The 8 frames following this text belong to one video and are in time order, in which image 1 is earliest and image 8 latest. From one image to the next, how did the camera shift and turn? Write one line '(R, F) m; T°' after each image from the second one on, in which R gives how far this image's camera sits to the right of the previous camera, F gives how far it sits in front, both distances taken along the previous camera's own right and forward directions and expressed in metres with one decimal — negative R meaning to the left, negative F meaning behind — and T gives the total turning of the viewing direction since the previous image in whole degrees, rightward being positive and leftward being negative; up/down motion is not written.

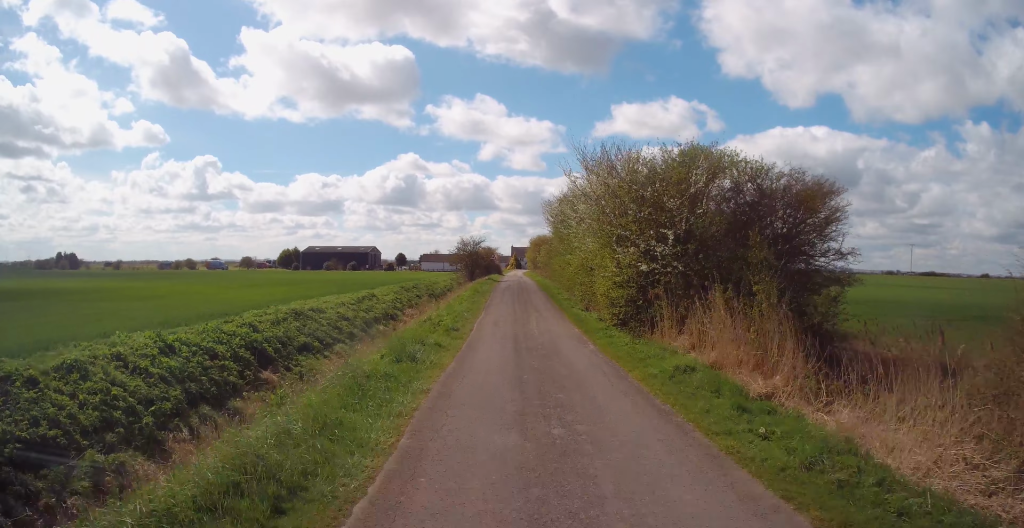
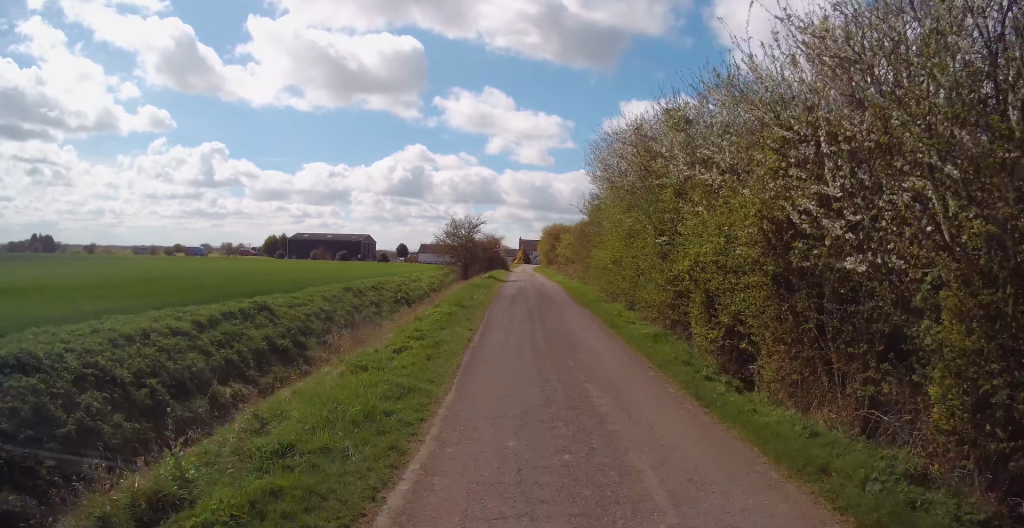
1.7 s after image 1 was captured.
(-0.7, +15.8) m; -2°
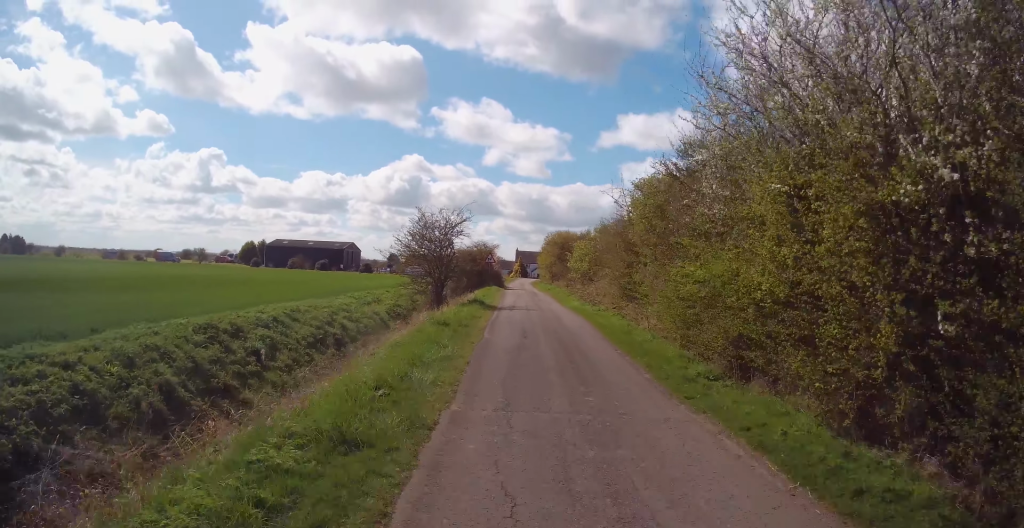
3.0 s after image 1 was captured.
(+0.1, +12.3) m; +3°
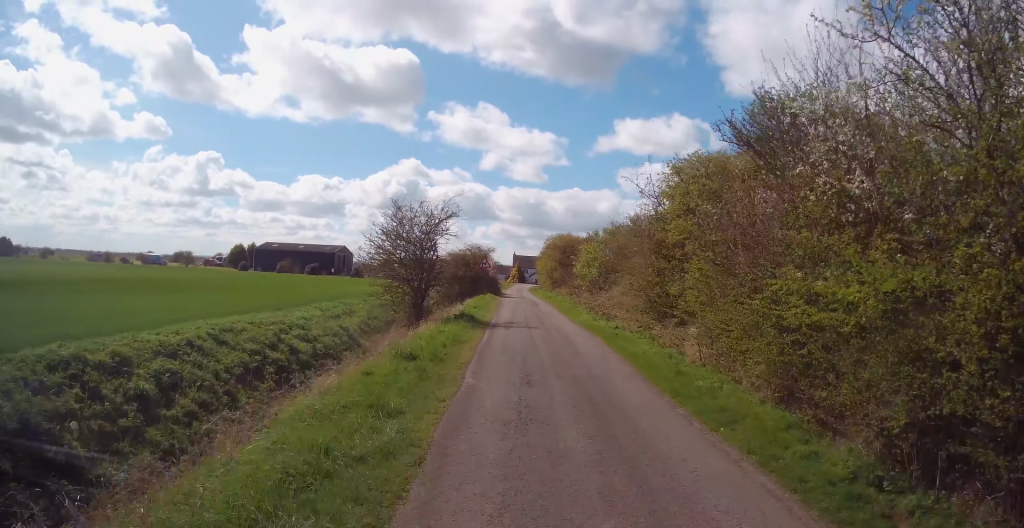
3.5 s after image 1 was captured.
(+0.2, +5.0) m; 0°
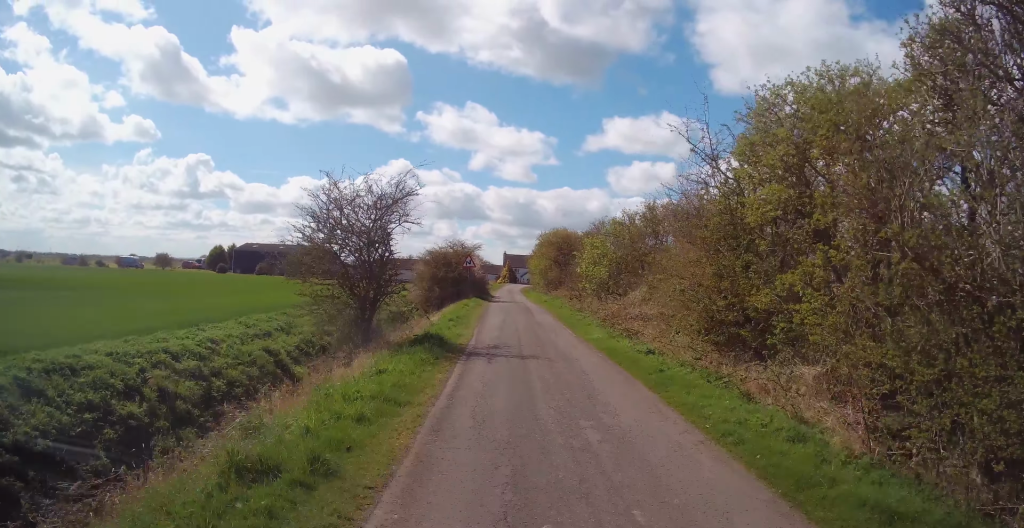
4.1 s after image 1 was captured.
(+0.1, +5.9) m; 0°
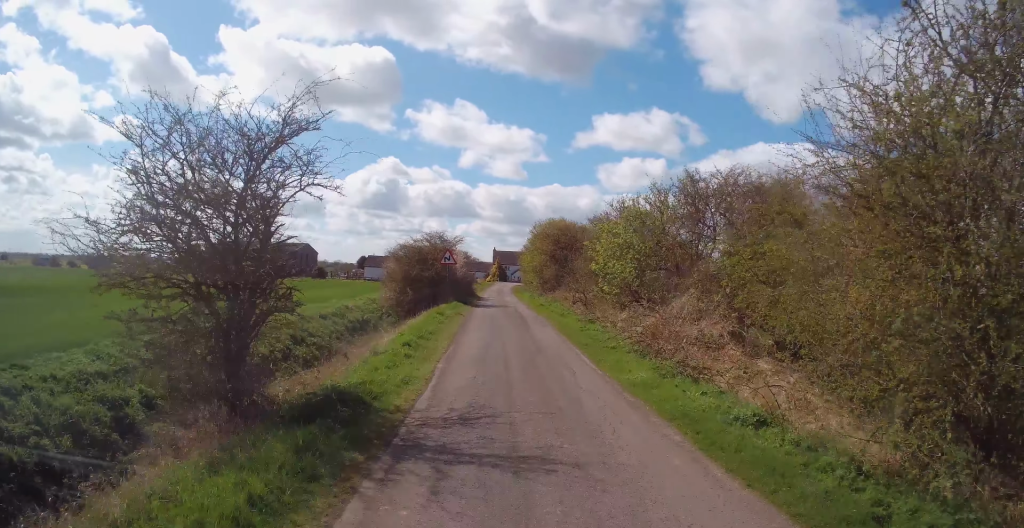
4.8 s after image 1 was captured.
(-0.3, +7.0) m; +1°
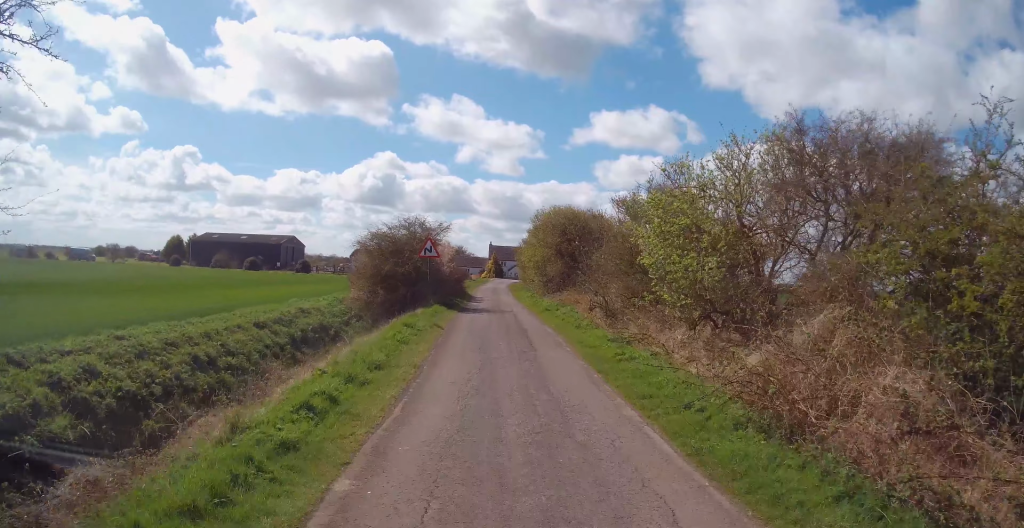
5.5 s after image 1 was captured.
(+0.3, +6.6) m; 0°
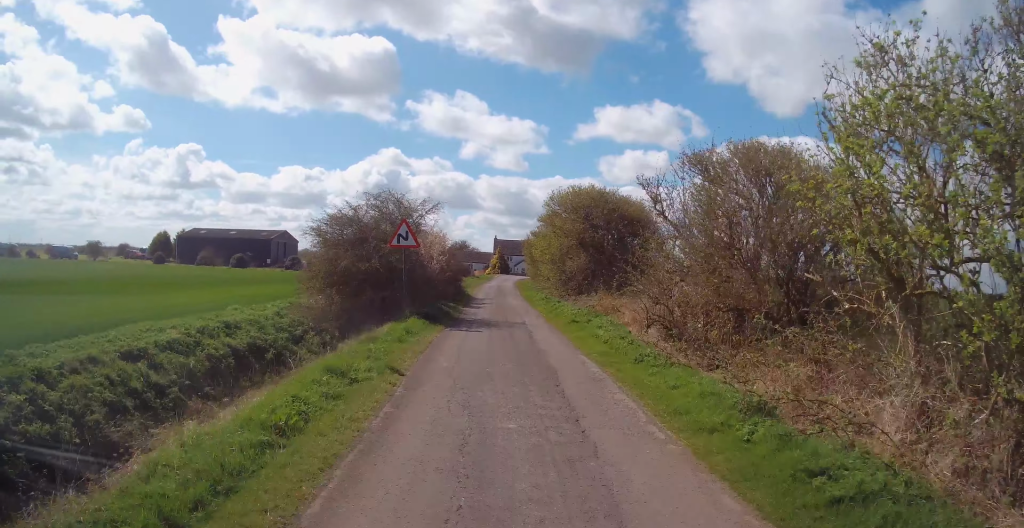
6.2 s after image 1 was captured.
(+0.1, +7.5) m; 0°
